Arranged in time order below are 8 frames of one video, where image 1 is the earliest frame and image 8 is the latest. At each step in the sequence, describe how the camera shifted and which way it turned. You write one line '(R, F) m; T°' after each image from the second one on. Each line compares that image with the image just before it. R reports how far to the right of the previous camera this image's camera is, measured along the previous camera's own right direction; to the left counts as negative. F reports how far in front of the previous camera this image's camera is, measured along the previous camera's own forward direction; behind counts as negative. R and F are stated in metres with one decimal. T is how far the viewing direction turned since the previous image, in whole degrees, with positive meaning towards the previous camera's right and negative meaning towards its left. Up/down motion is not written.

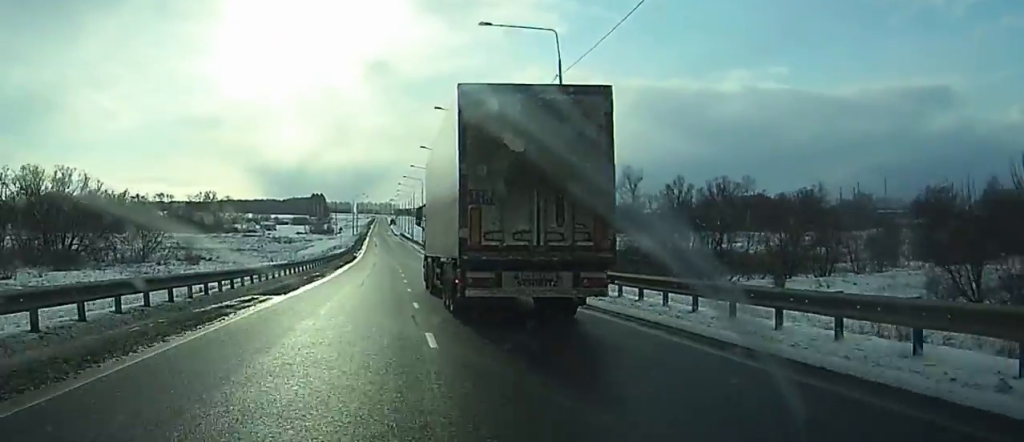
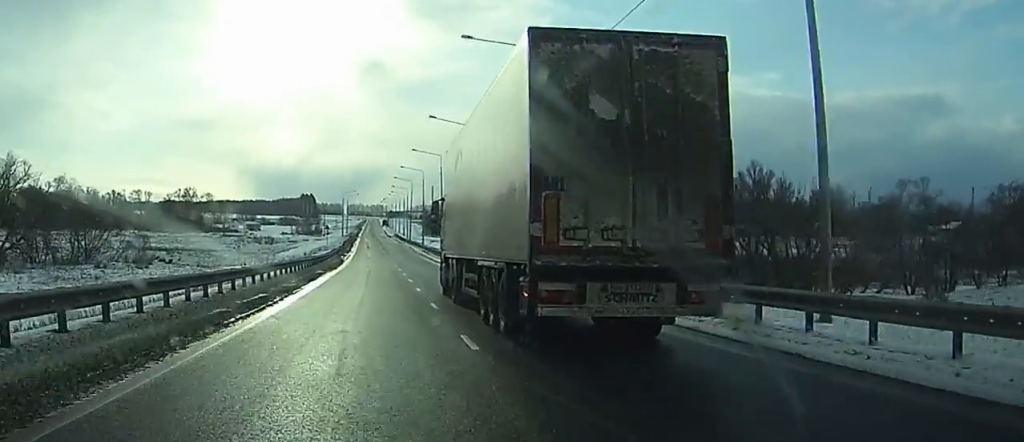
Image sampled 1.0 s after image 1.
(-0.3, +23.2) m; -1°
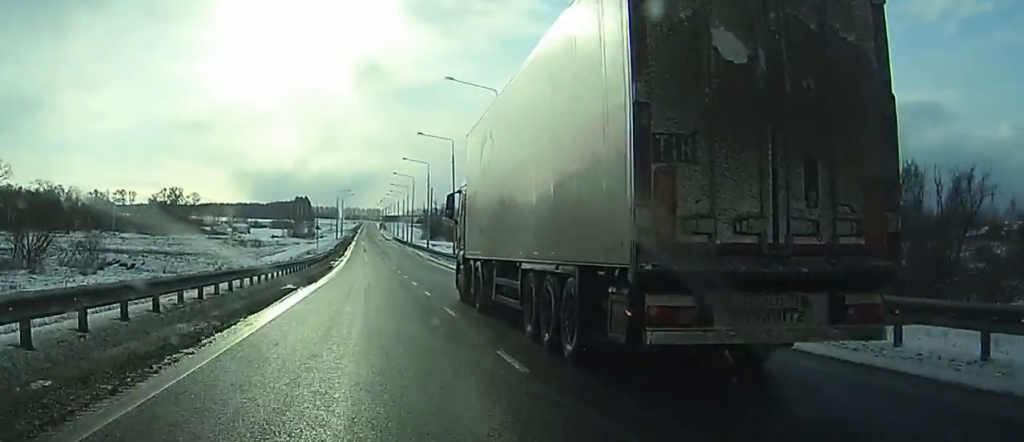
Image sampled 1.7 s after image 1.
(0.0, +17.6) m; 0°
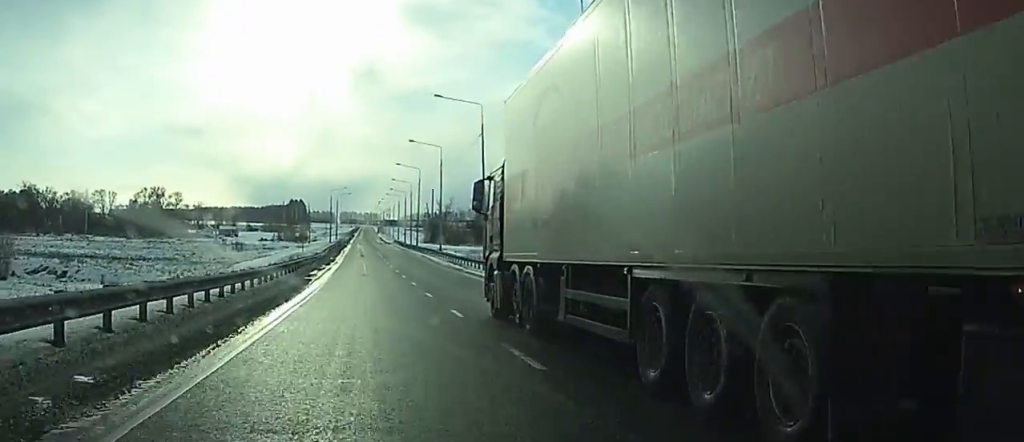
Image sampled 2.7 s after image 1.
(+0.1, +23.1) m; +1°
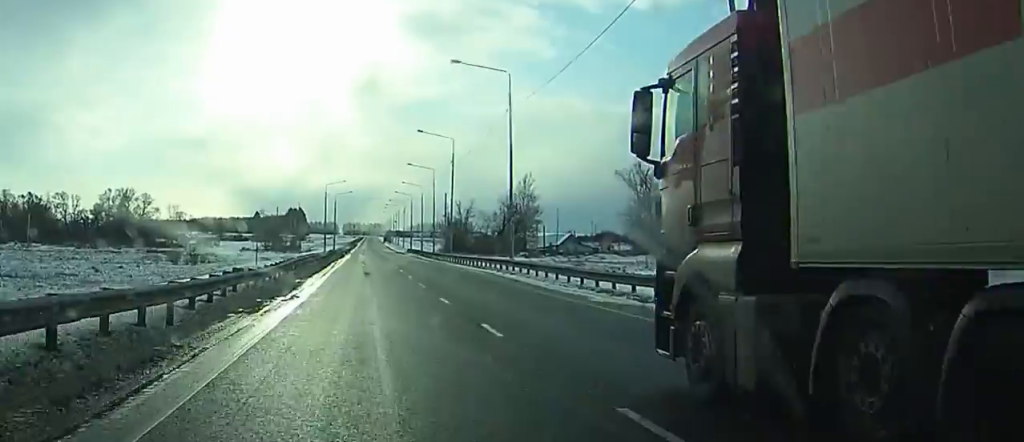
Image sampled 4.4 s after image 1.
(+0.6, +43.5) m; +1°
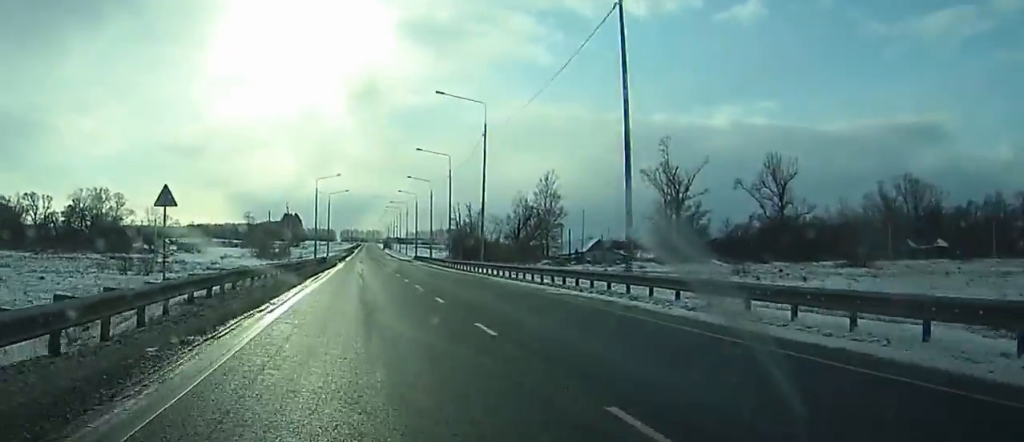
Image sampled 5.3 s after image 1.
(+0.1, +23.6) m; 0°
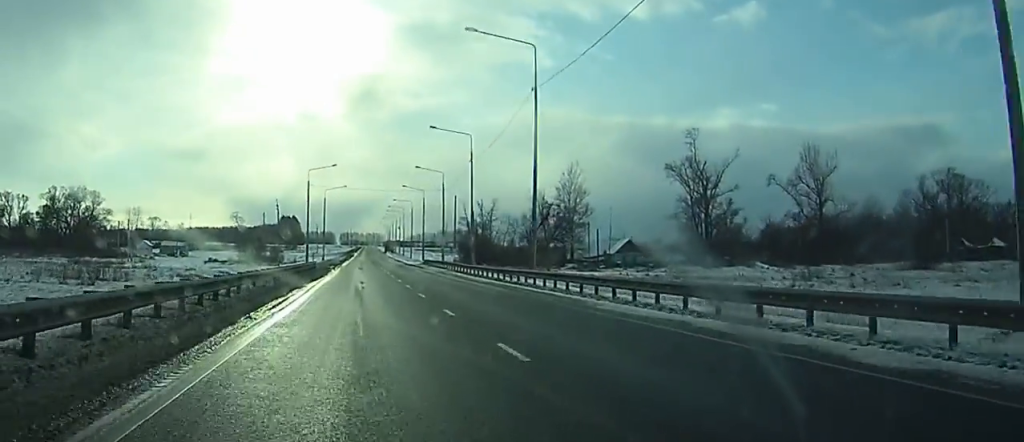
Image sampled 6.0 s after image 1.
(-0.1, +18.6) m; 0°
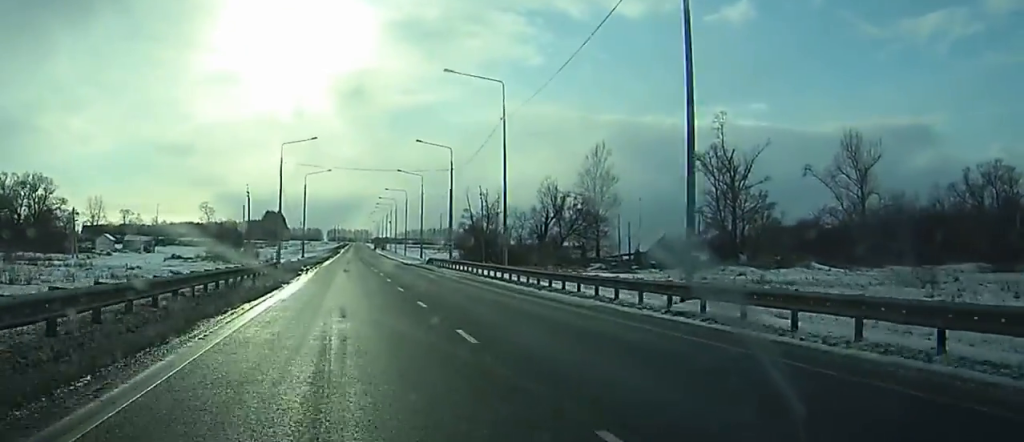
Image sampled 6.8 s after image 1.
(-0.1, +22.2) m; 0°
